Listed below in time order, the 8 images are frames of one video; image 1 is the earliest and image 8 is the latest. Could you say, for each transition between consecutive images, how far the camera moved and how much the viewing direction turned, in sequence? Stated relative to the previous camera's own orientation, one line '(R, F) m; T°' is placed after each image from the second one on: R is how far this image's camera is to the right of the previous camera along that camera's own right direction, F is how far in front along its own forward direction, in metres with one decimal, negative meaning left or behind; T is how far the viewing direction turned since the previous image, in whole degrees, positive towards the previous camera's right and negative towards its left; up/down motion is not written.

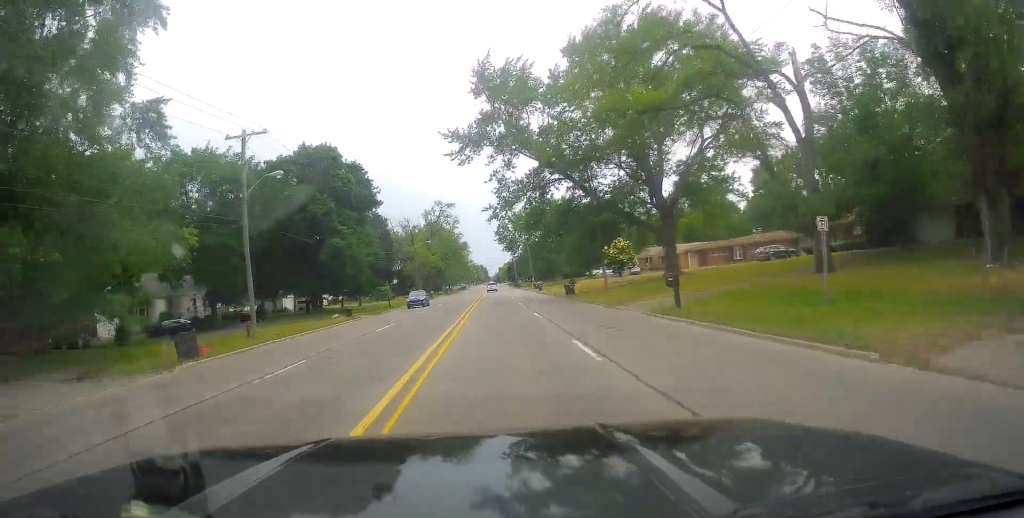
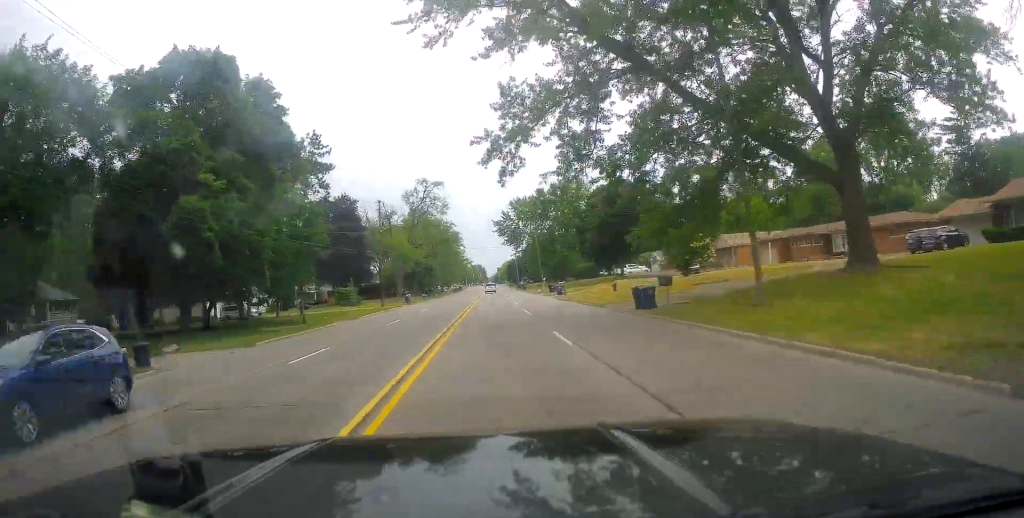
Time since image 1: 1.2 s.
(+0.4, +27.6) m; 0°
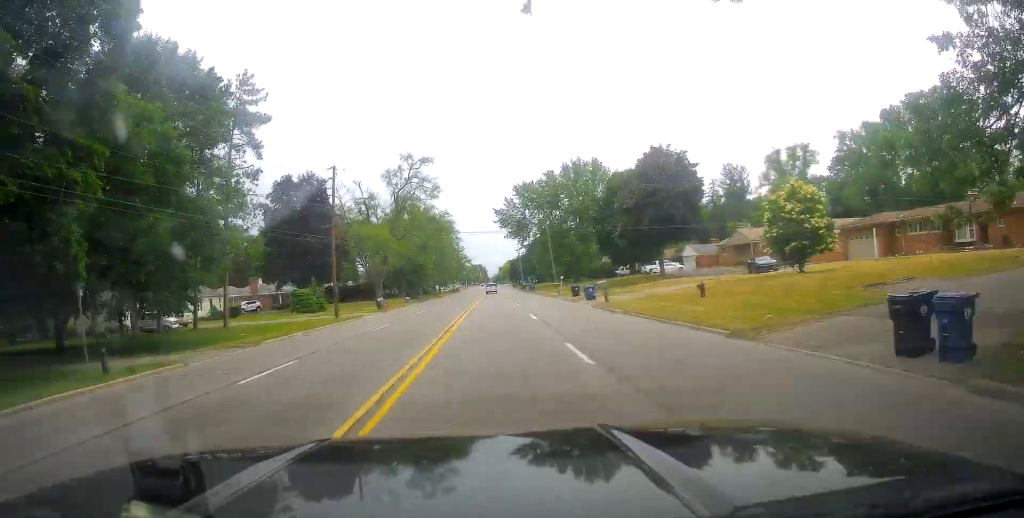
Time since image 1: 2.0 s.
(-0.4, +19.0) m; 0°
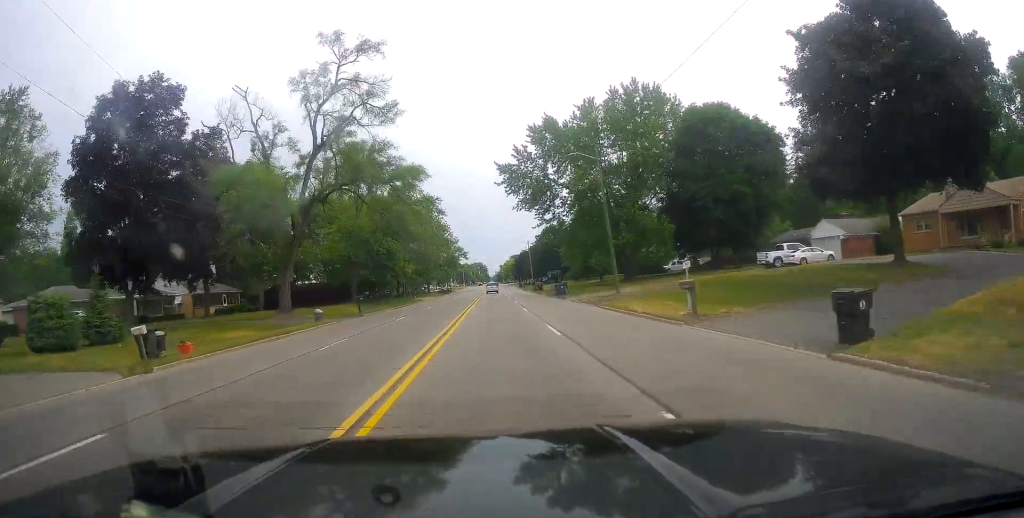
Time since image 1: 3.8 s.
(+0.5, +39.3) m; +1°
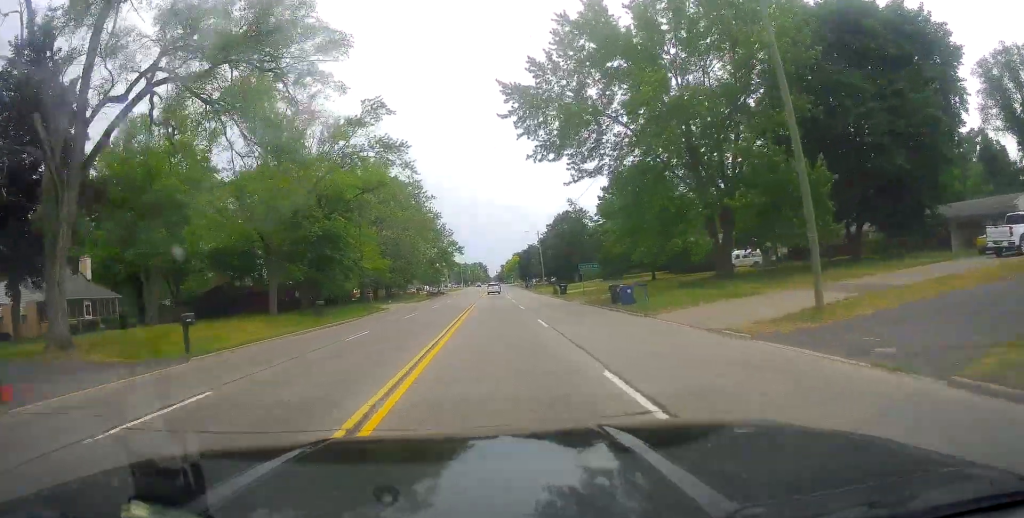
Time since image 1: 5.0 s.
(+0.4, +27.2) m; +1°
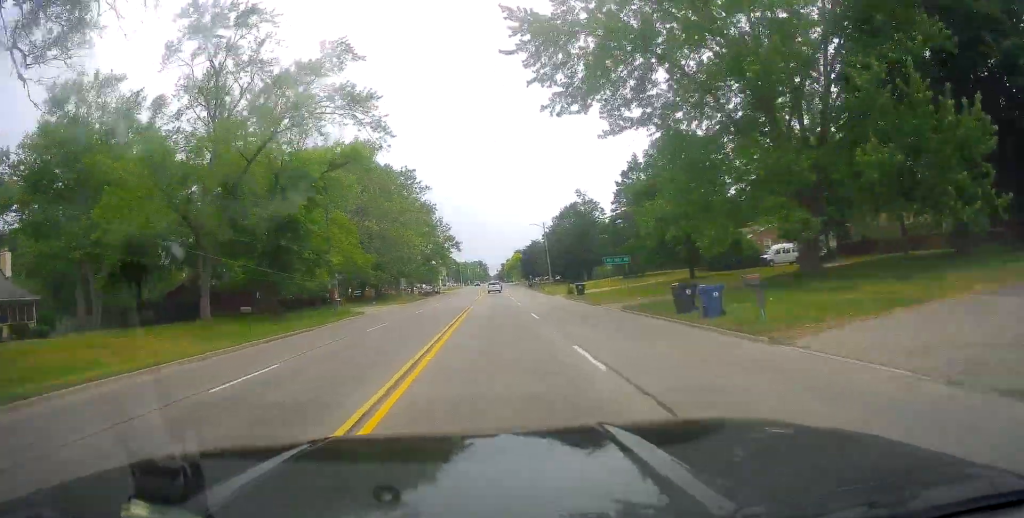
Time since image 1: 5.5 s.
(0.0, +11.3) m; -1°
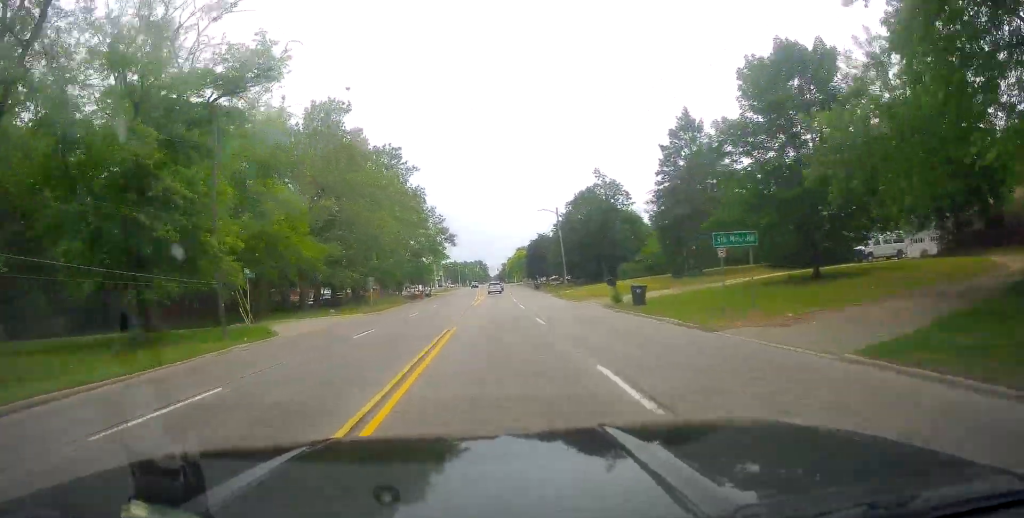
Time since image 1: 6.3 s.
(-0.3, +18.8) m; -1°
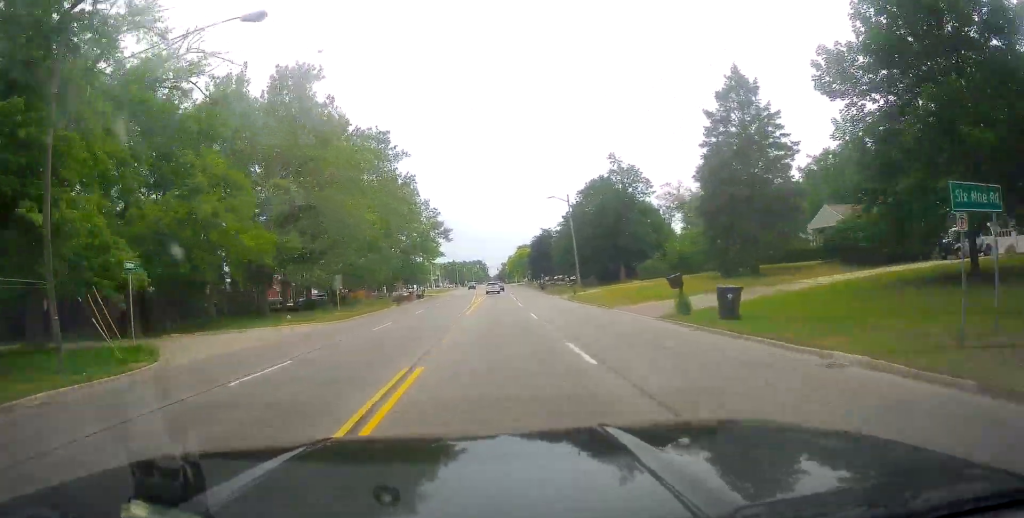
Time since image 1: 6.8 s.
(-0.4, +11.3) m; 0°
